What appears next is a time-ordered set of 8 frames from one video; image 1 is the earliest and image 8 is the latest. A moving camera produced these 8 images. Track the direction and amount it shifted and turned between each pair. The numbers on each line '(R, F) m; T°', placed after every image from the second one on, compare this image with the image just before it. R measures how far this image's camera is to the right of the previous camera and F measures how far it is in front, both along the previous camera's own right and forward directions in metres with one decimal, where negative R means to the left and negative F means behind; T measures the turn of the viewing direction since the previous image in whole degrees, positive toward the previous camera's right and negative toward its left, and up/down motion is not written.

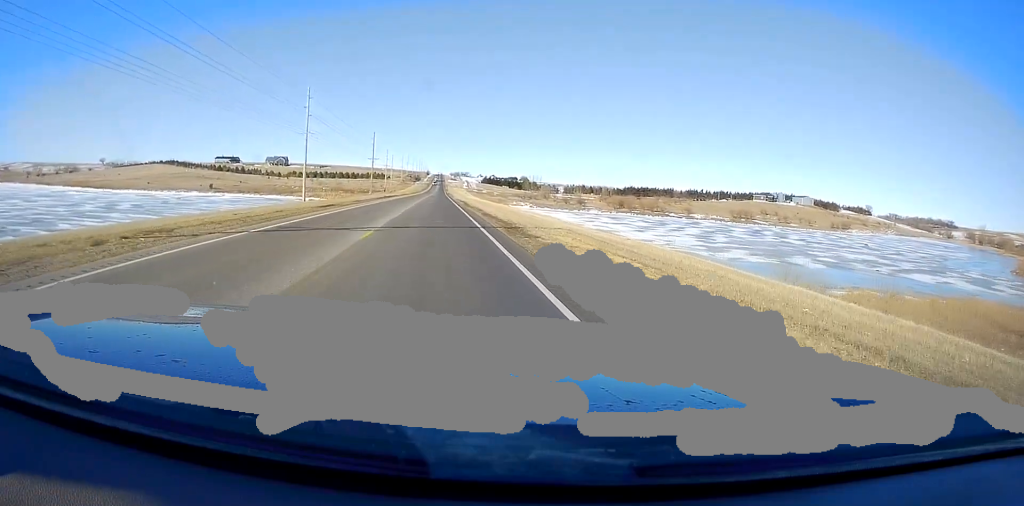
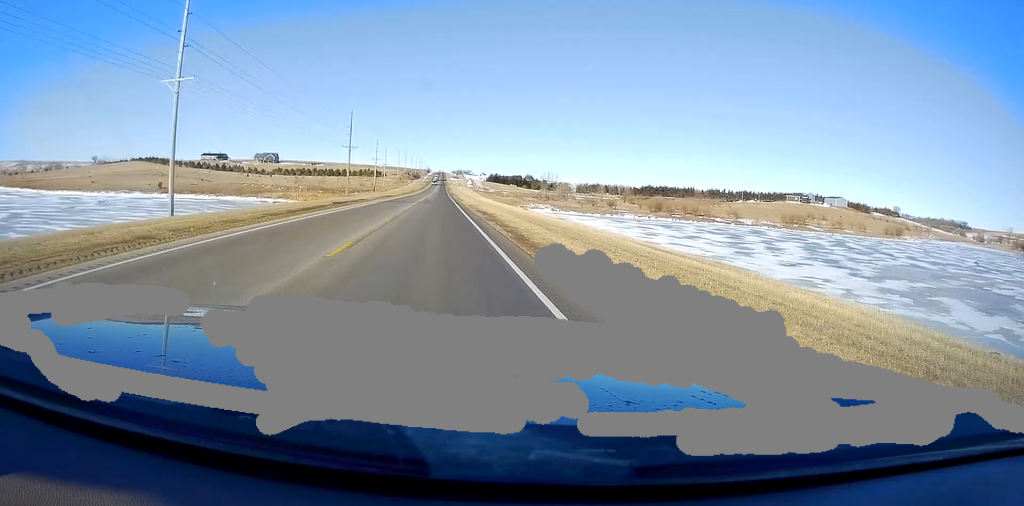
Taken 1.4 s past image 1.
(-0.2, +41.8) m; -1°
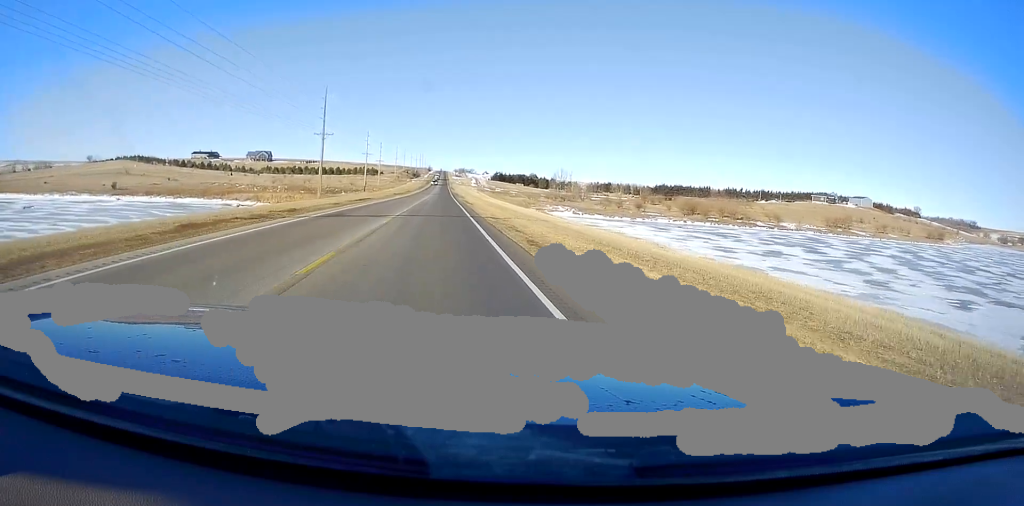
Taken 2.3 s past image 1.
(0.0, +27.7) m; 0°
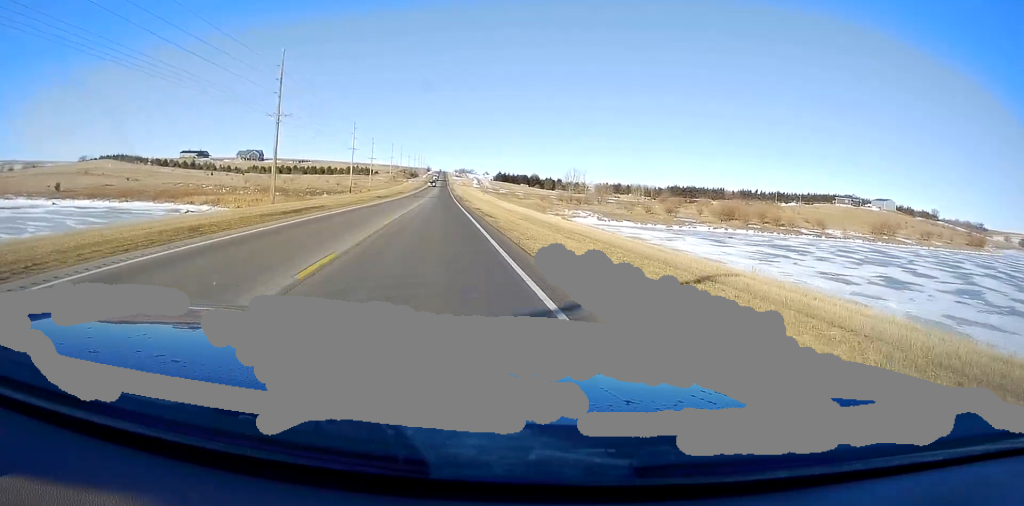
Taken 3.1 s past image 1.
(0.0, +25.1) m; 0°
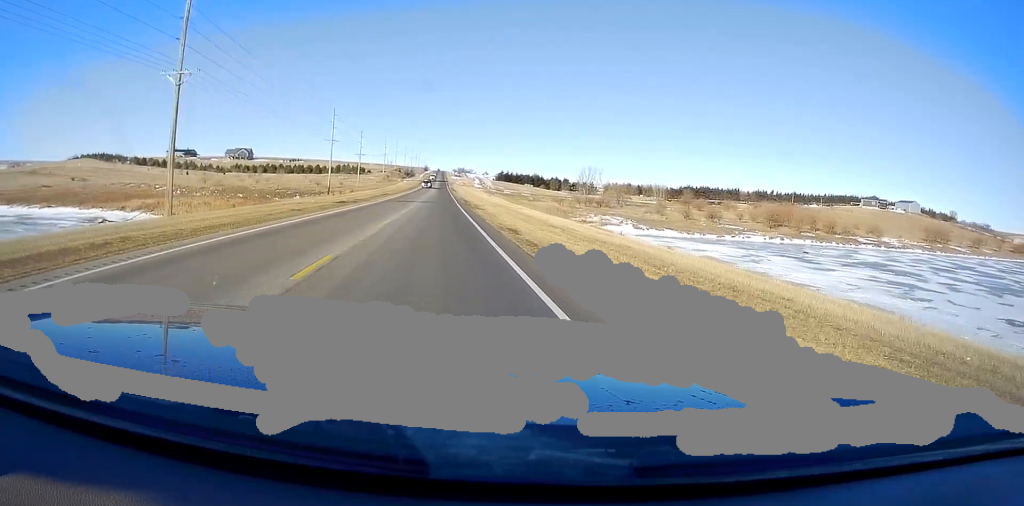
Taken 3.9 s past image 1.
(0.0, +25.6) m; 0°
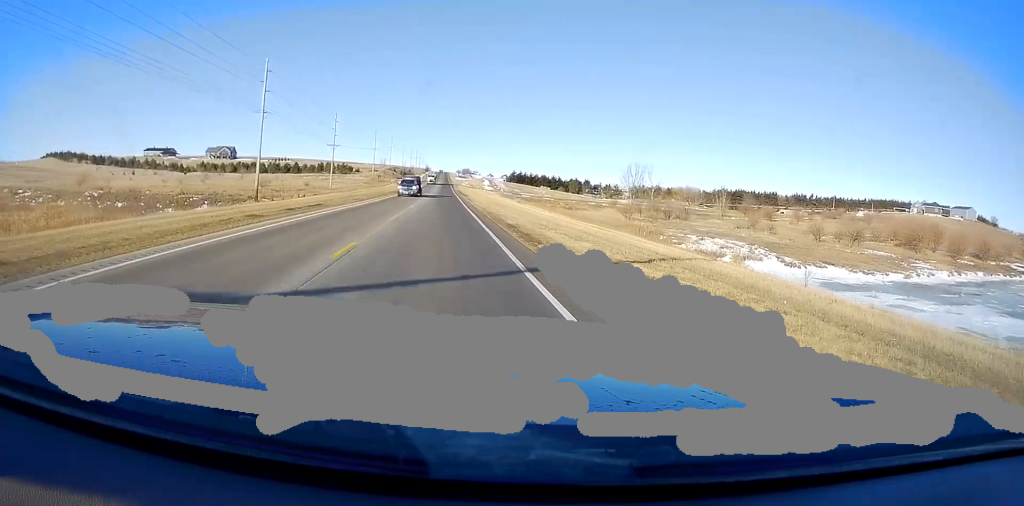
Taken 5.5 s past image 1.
(0.0, +47.6) m; 0°
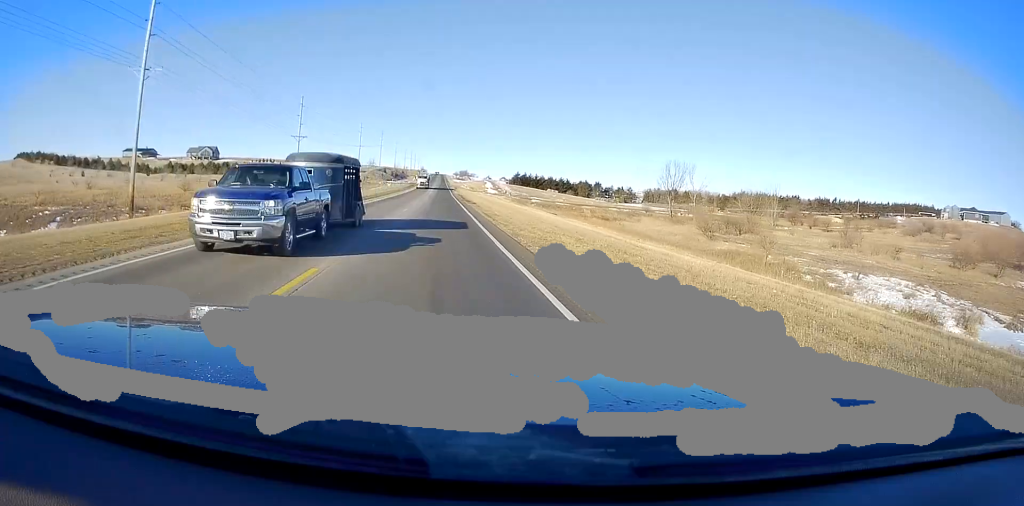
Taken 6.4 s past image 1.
(0.0, +29.8) m; -1°
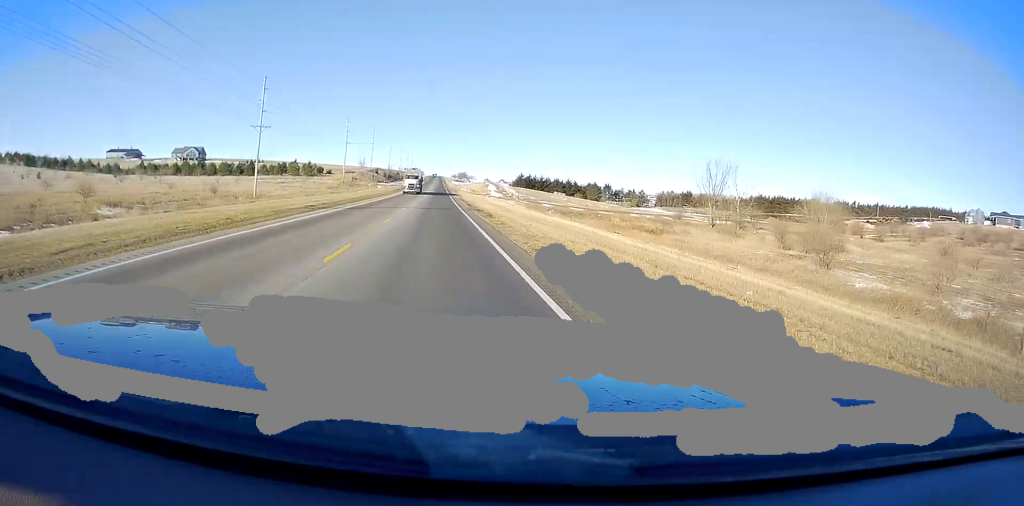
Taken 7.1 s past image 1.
(-0.4, +21.5) m; +1°
